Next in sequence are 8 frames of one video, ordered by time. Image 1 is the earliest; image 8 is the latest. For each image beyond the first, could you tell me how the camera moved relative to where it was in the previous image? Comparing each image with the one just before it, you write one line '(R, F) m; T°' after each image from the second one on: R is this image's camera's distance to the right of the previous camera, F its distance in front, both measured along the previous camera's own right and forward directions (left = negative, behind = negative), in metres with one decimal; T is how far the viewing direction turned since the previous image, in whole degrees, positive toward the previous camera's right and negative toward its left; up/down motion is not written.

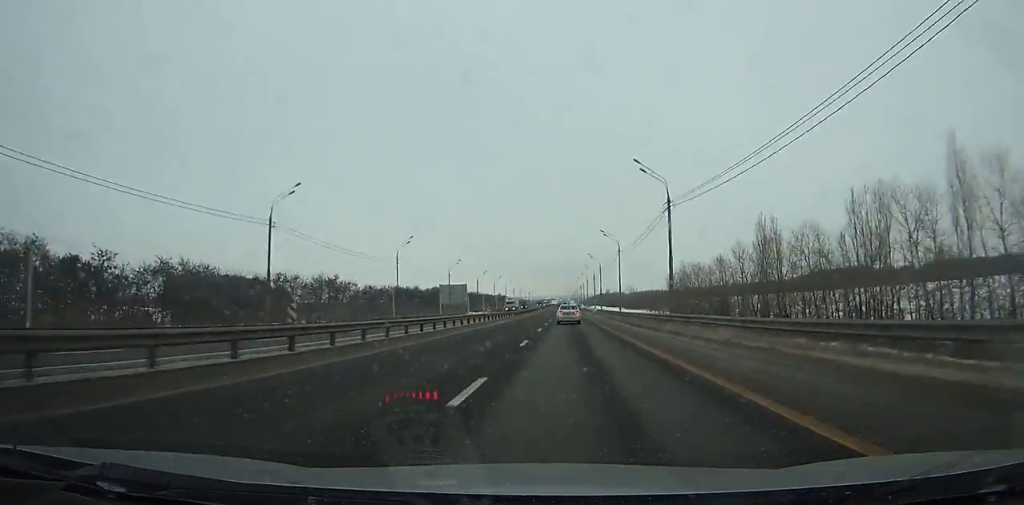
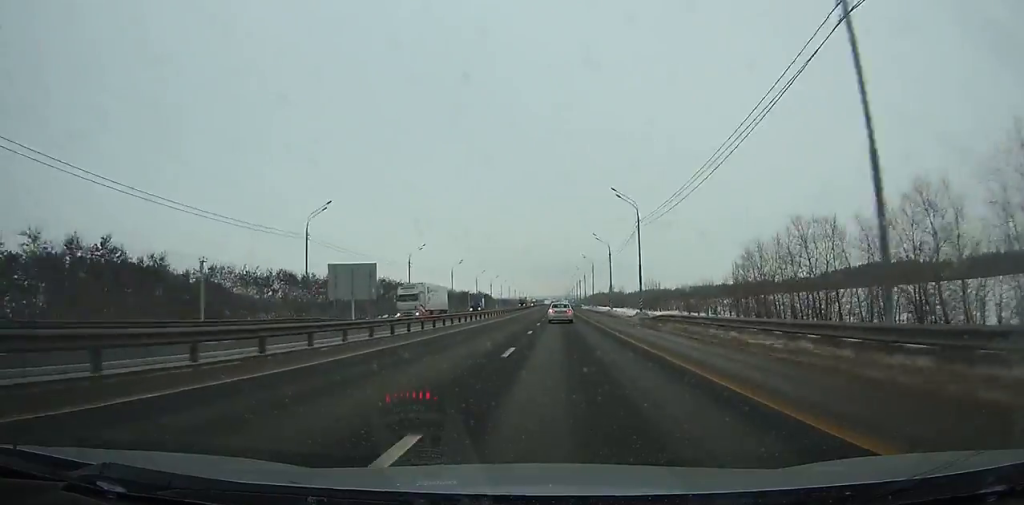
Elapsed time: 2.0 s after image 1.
(0.0, +63.2) m; 0°
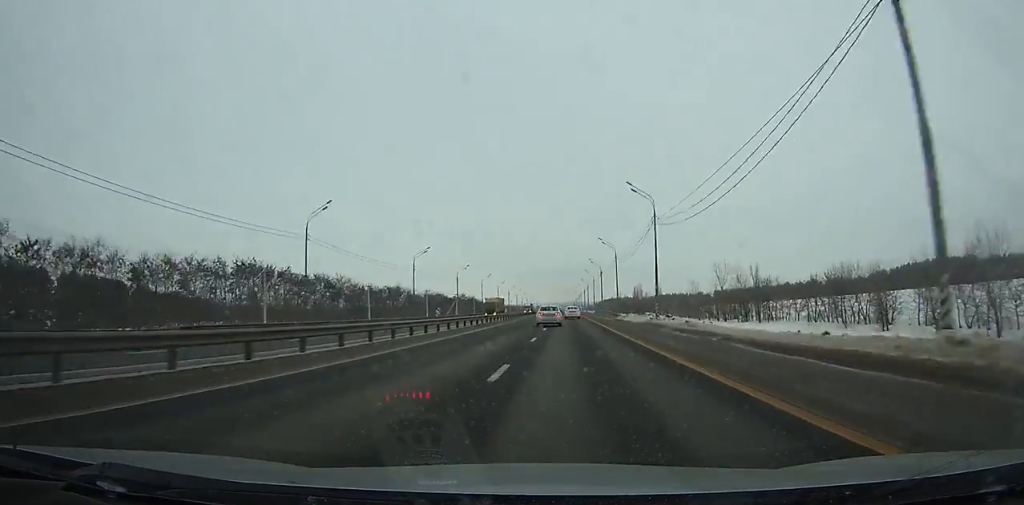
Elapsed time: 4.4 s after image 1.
(-0.1, +75.6) m; 0°
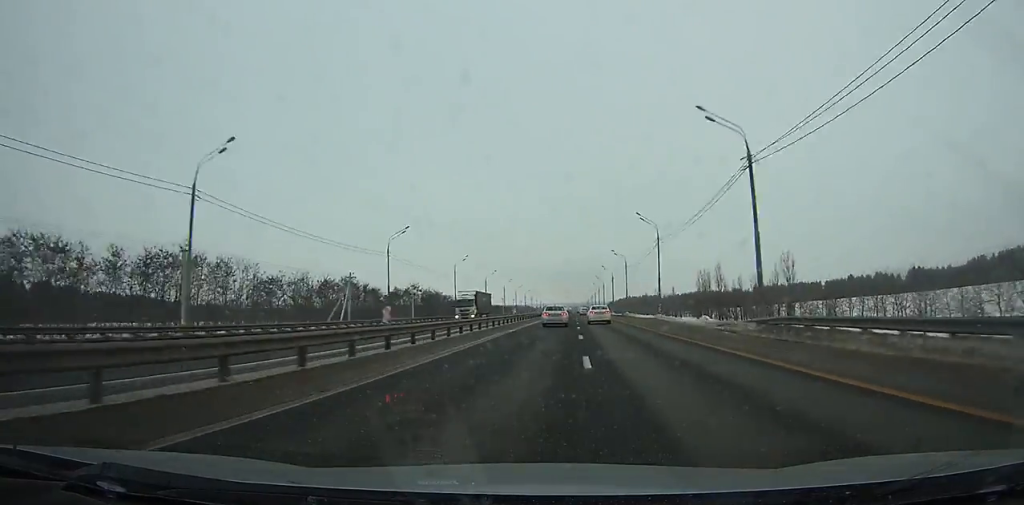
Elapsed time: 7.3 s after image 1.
(-0.5, +91.2) m; 0°
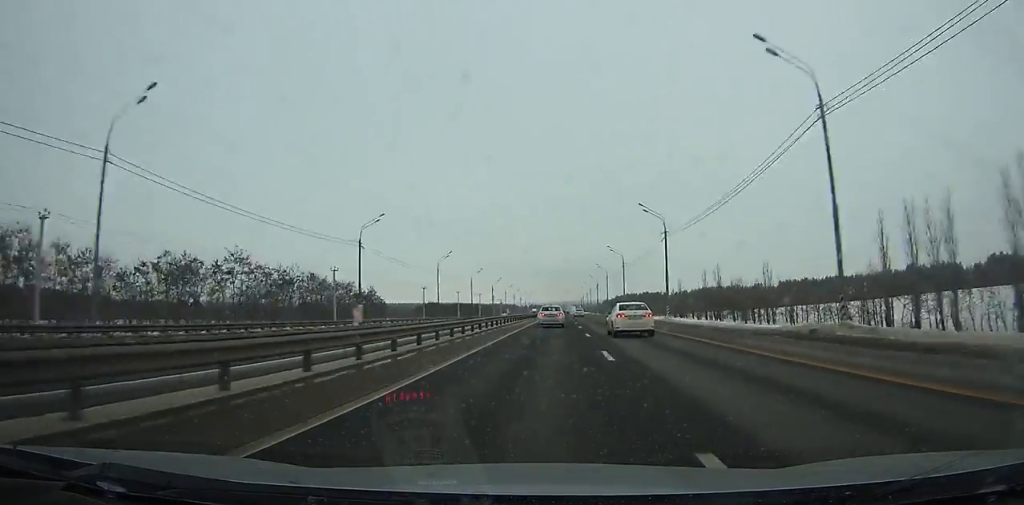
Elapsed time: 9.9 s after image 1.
(+0.4, +81.9) m; 0°
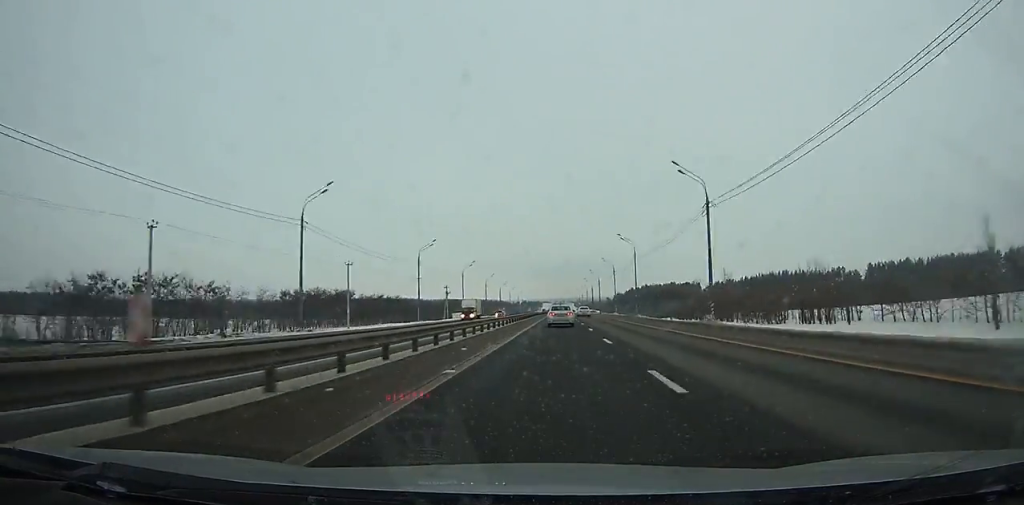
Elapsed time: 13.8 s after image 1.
(+0.2, +124.3) m; 0°
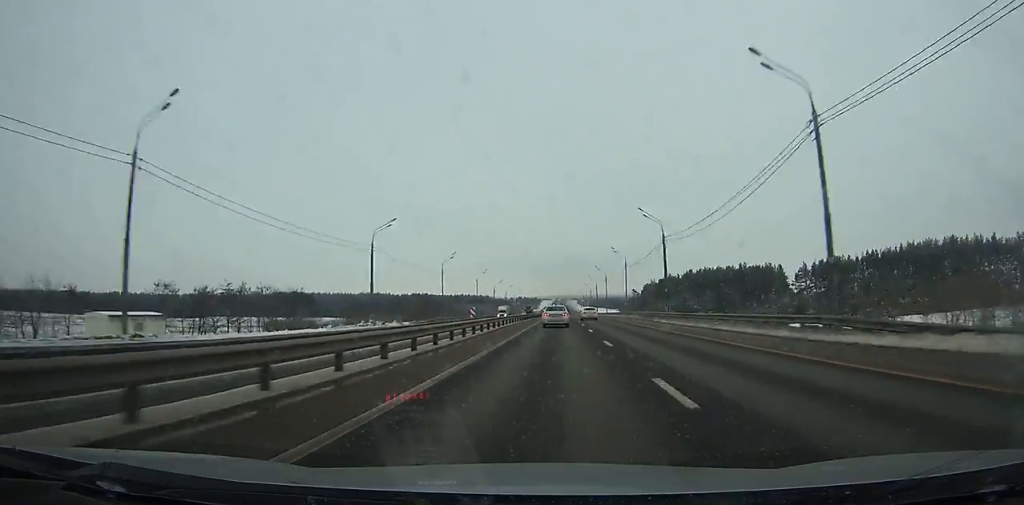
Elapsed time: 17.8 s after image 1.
(-0.1, +129.8) m; 0°
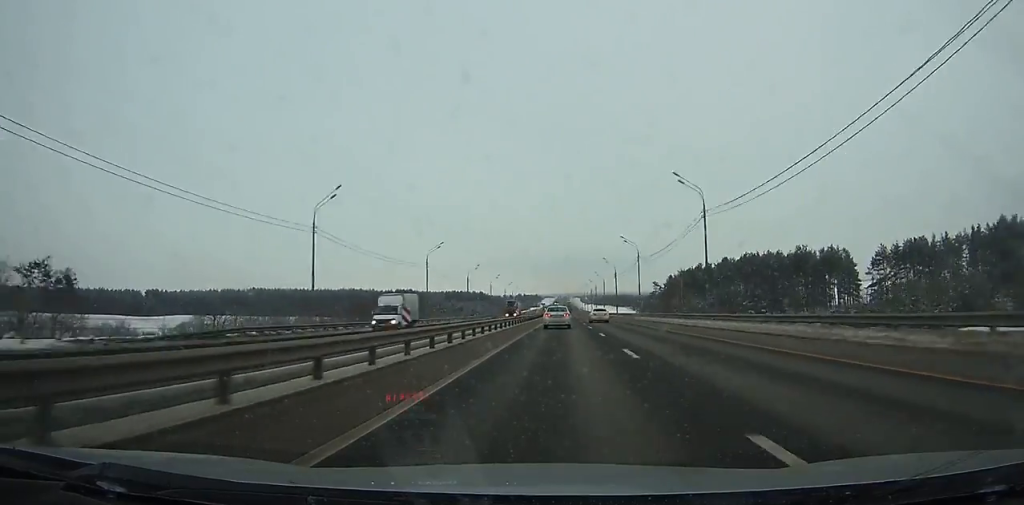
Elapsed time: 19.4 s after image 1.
(-0.1, +52.6) m; 0°
